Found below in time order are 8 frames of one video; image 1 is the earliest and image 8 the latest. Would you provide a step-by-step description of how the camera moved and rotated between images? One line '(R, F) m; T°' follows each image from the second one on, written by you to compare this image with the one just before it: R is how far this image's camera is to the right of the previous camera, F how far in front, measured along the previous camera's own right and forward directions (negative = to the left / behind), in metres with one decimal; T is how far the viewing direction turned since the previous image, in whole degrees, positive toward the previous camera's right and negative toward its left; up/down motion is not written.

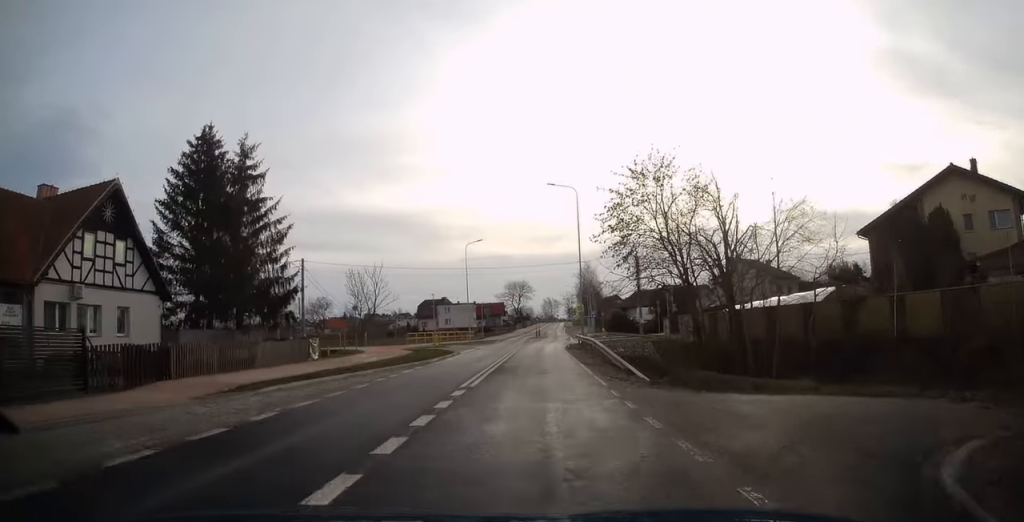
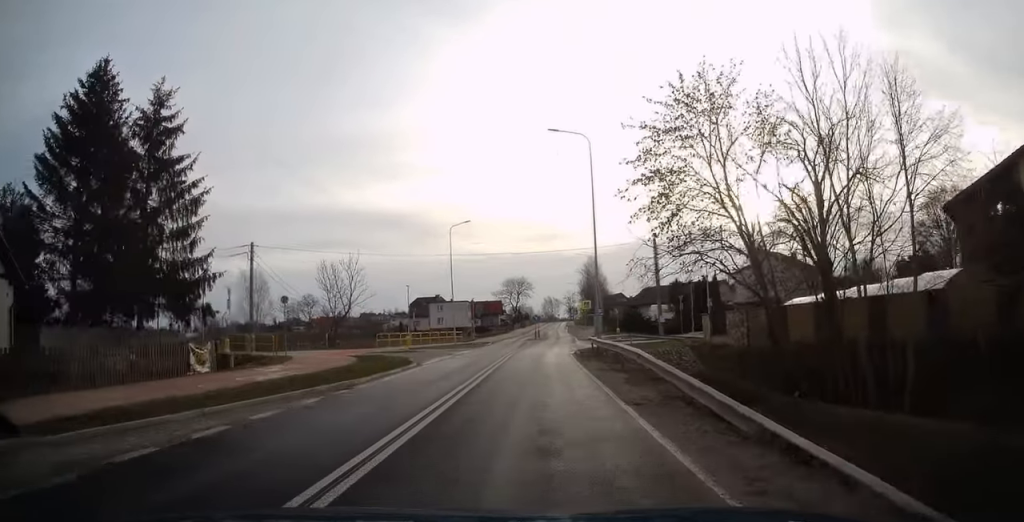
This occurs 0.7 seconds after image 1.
(+0.2, +11.7) m; +1°
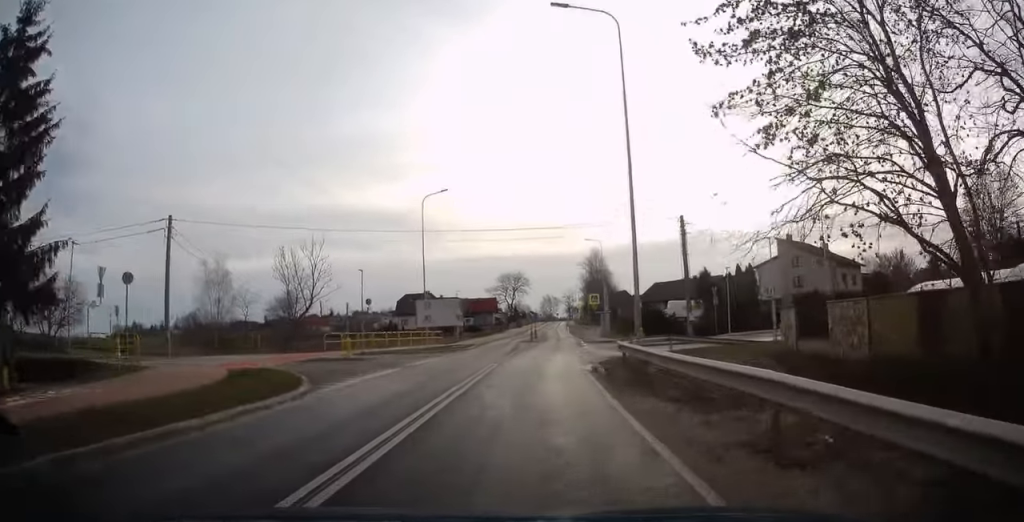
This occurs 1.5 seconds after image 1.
(0.0, +12.5) m; -1°
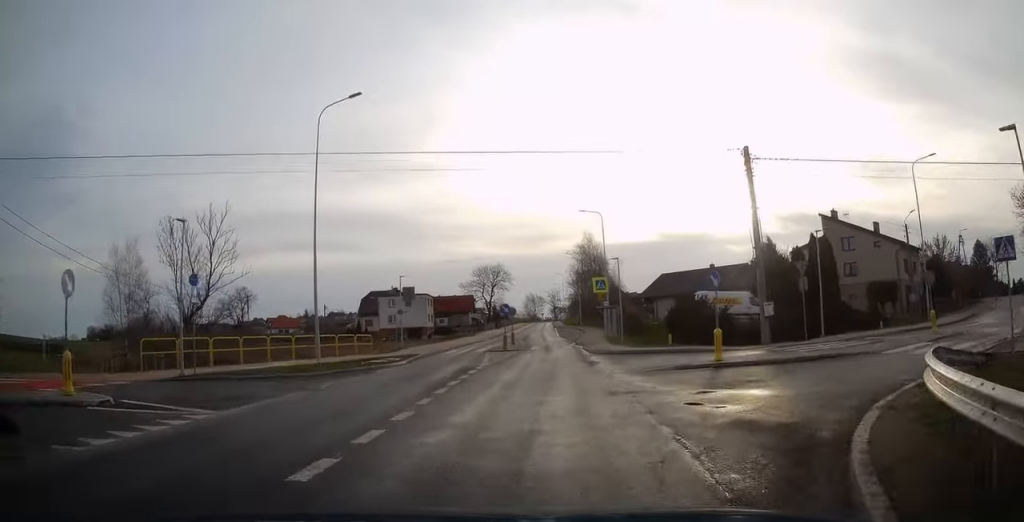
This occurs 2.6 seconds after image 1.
(-0.2, +18.7) m; 0°
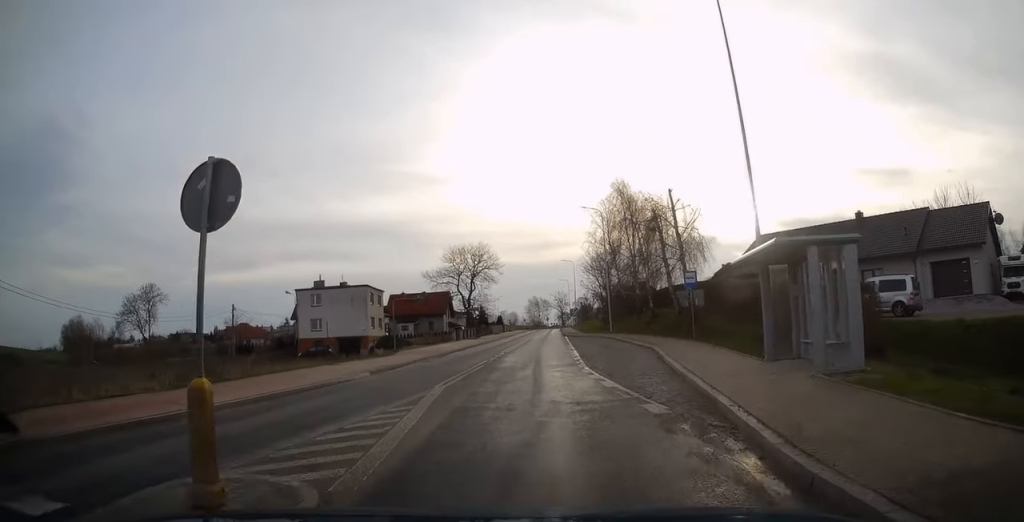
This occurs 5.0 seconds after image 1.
(+1.1, +39.0) m; +2°
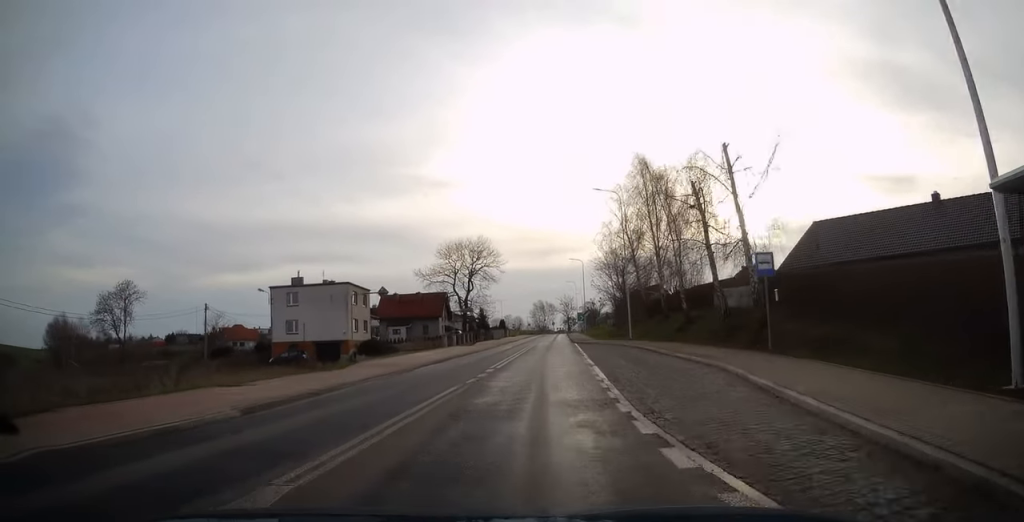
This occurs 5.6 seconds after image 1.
(0.0, +9.0) m; 0°
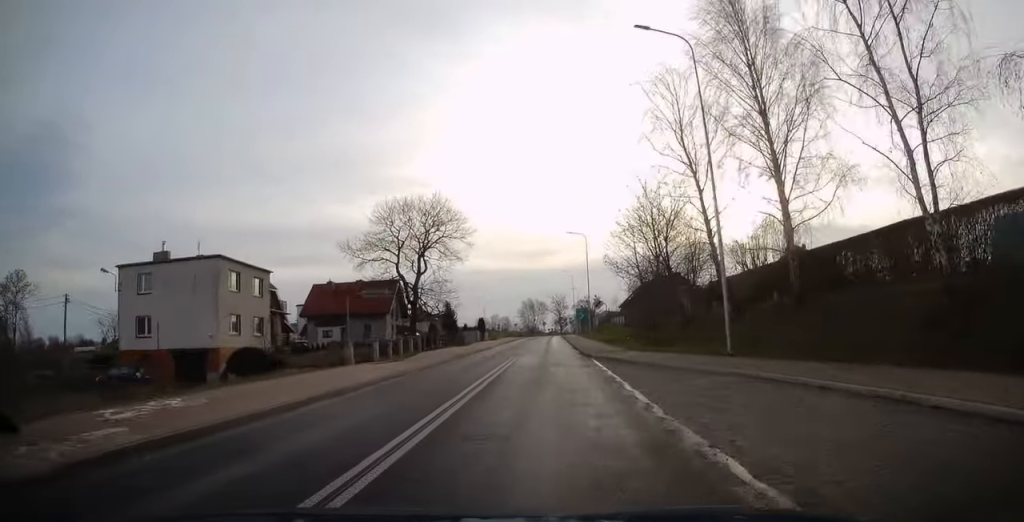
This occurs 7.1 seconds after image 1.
(-0.1, +25.5) m; 0°
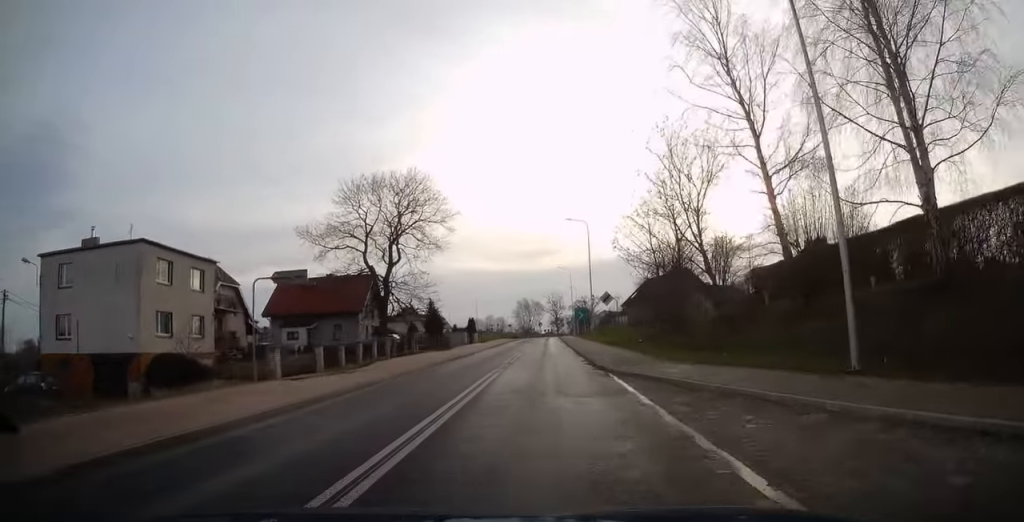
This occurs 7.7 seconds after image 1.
(0.0, +8.4) m; 0°
